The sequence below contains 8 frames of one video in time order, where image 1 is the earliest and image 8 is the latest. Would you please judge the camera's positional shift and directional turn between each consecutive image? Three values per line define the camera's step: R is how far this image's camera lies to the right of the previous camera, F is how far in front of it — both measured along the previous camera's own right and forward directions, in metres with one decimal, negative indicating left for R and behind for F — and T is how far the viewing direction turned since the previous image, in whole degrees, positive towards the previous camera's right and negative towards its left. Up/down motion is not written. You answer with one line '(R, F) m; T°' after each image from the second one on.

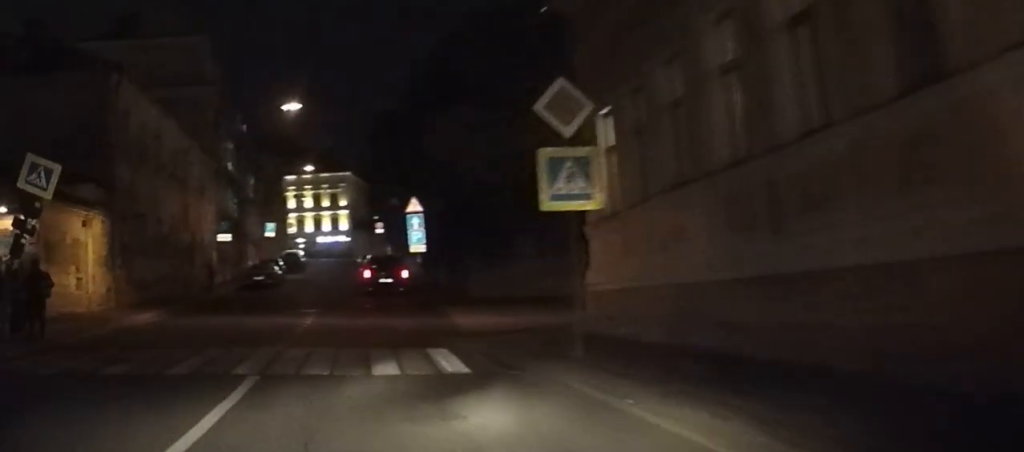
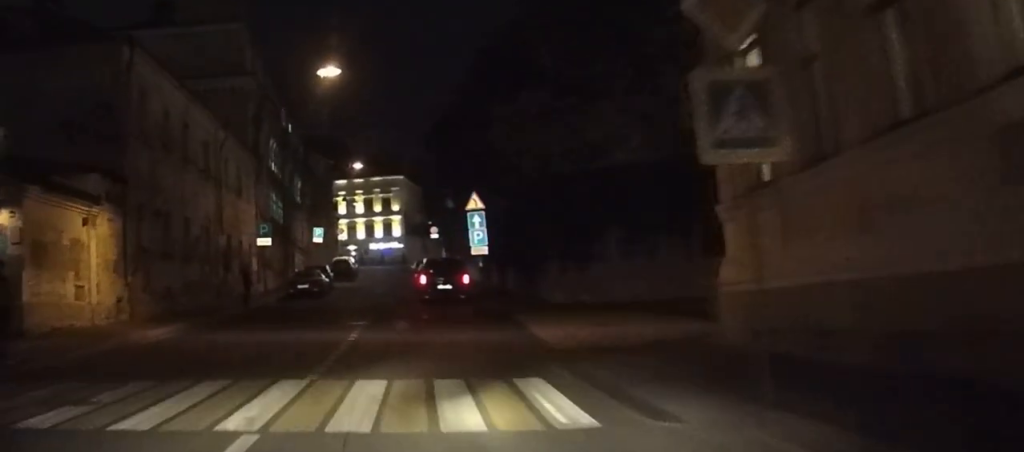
(-0.1, +3.5) m; -2°
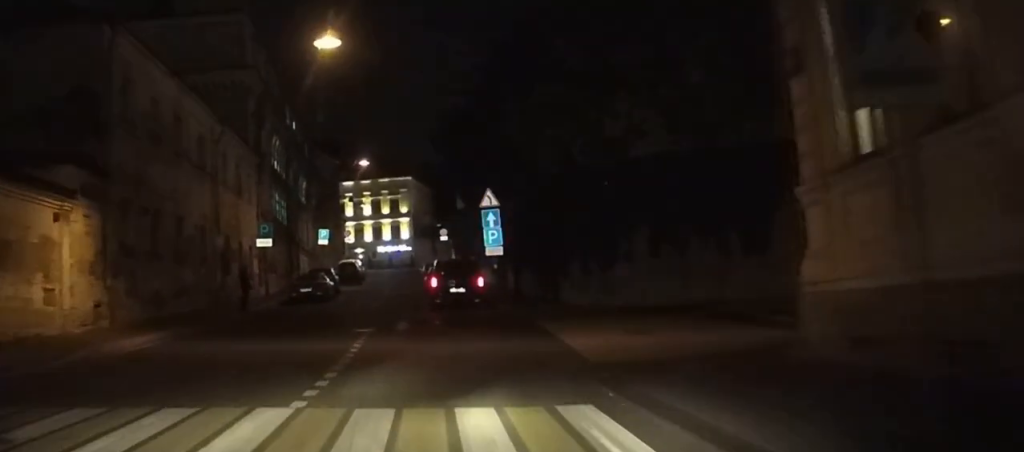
(0.0, +2.1) m; +1°
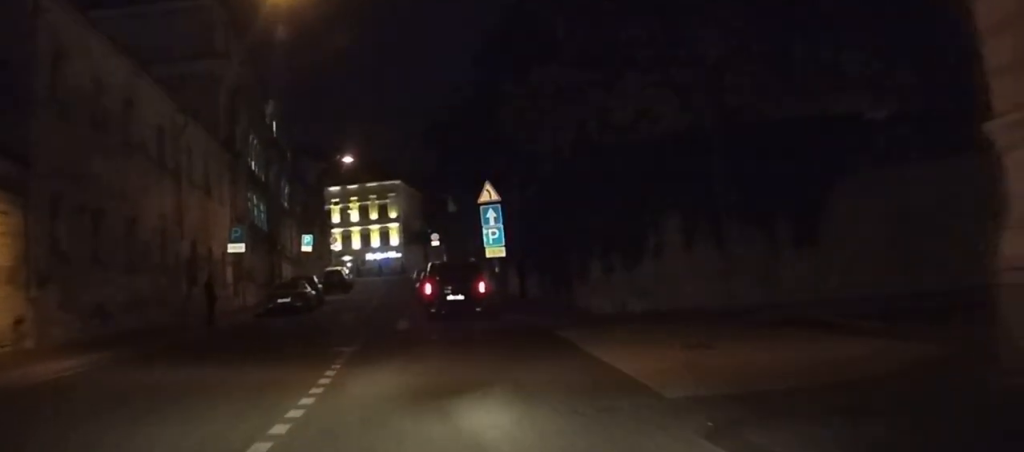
(0.0, +4.0) m; +4°
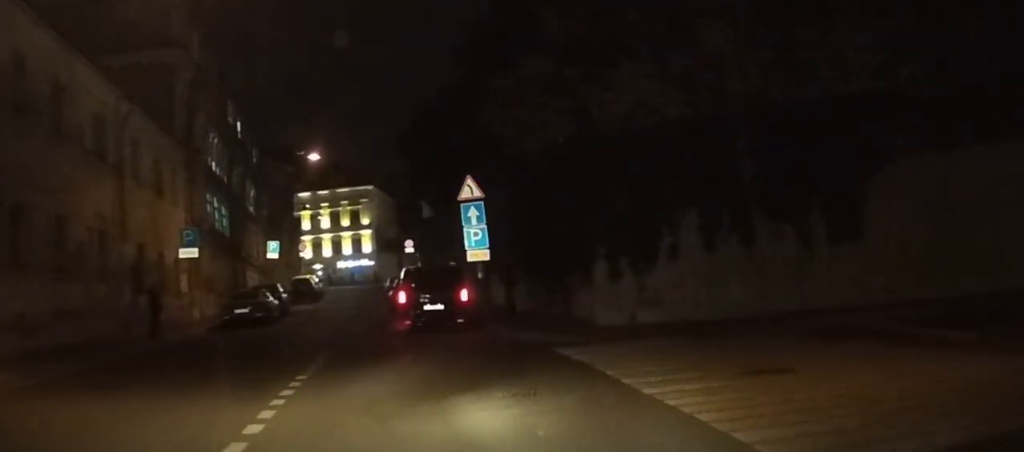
(+0.3, +3.5) m; +7°
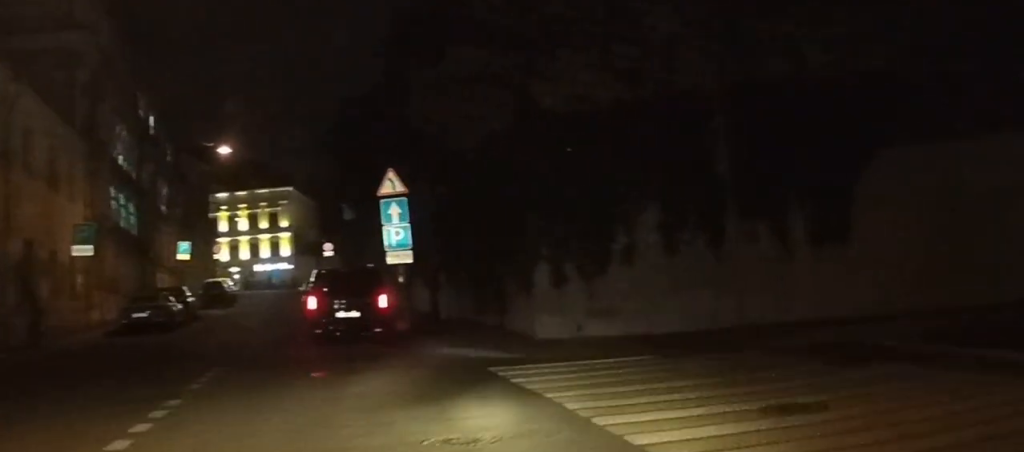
(+0.2, +2.8) m; +15°
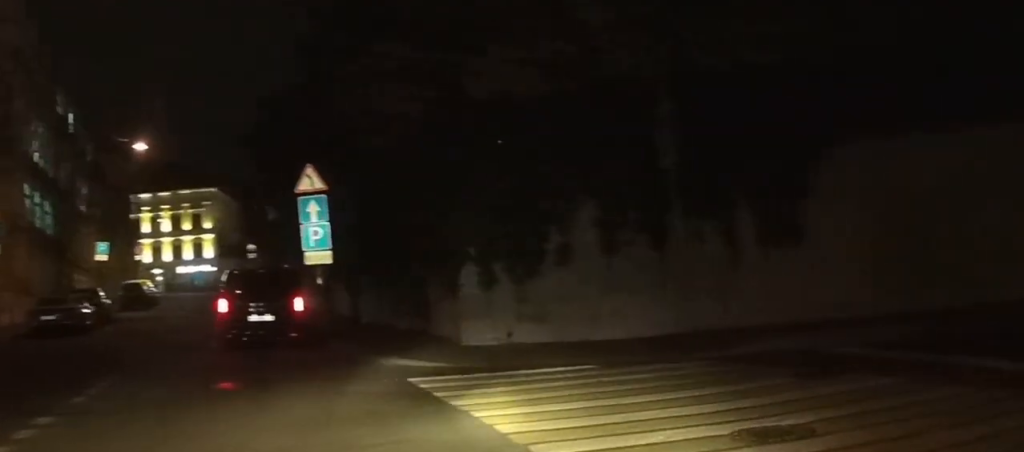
(+0.1, +1.5) m; +15°
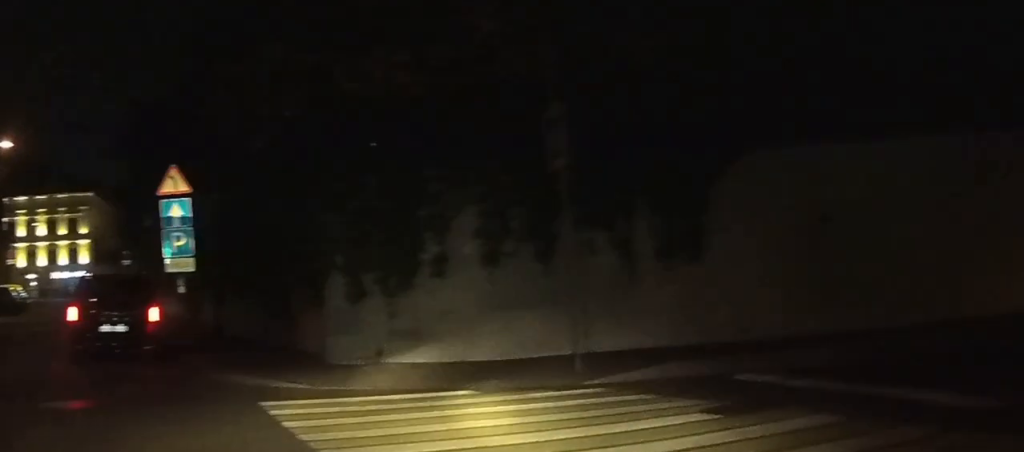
(+0.4, +1.9) m; +24°
